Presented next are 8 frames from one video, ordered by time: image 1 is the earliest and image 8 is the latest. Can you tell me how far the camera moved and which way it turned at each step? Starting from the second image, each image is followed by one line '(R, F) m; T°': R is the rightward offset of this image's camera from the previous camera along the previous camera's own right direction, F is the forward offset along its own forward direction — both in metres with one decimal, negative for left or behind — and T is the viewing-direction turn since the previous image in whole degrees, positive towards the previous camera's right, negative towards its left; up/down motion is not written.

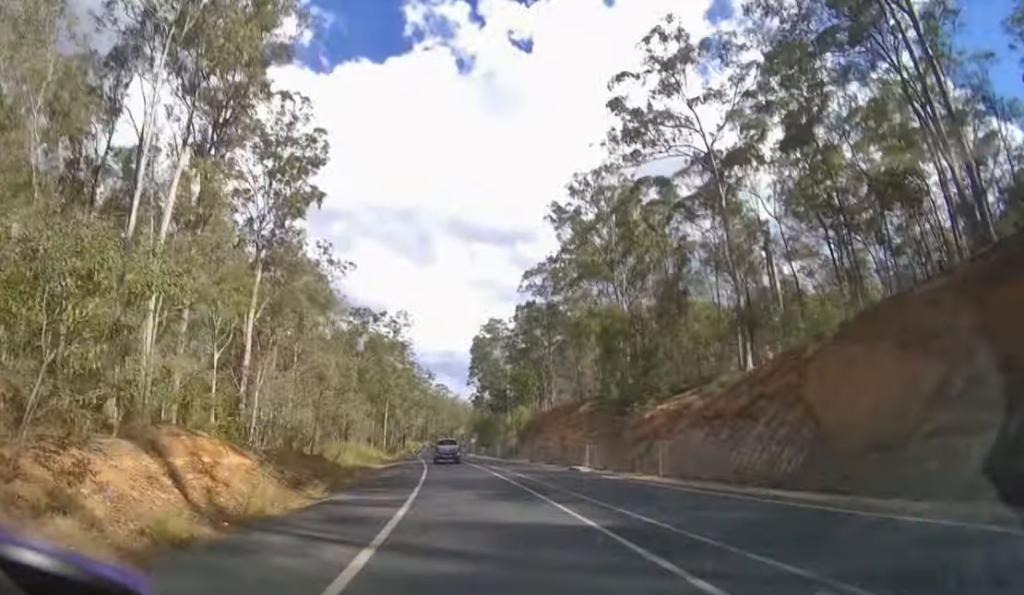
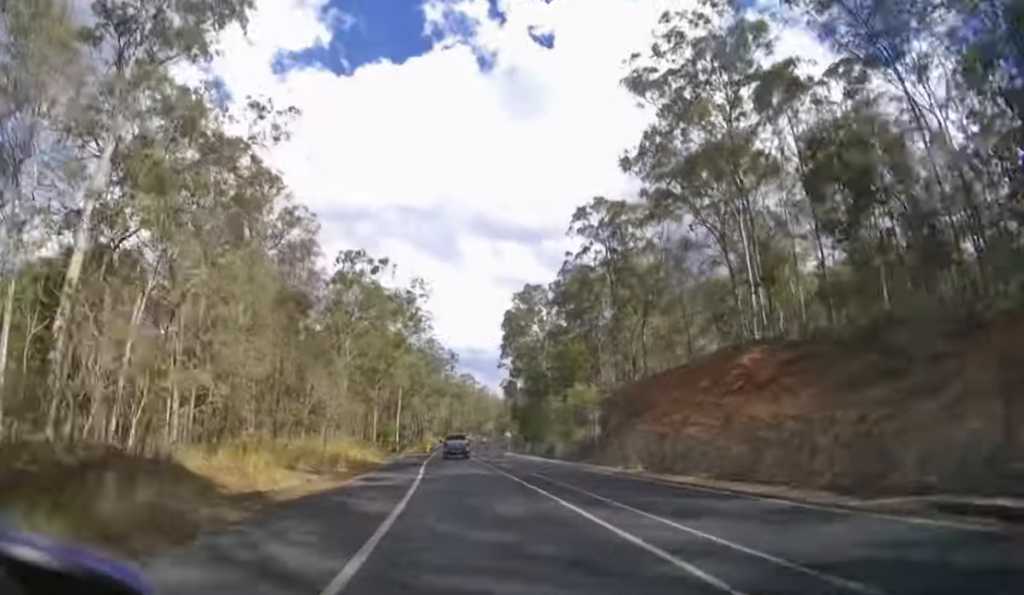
(-0.7, +21.8) m; -3°
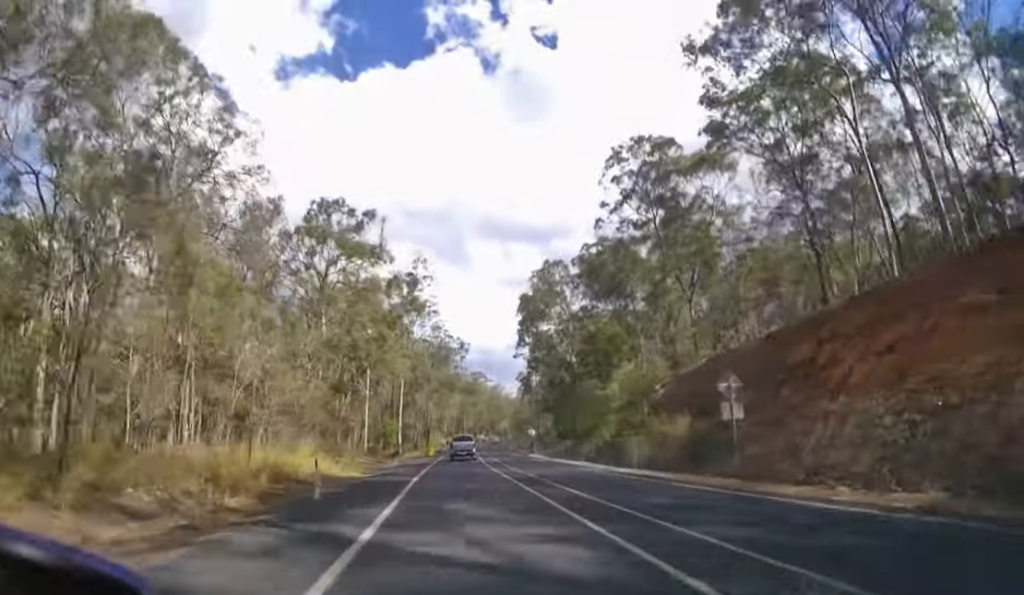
(-0.3, +15.7) m; -1°
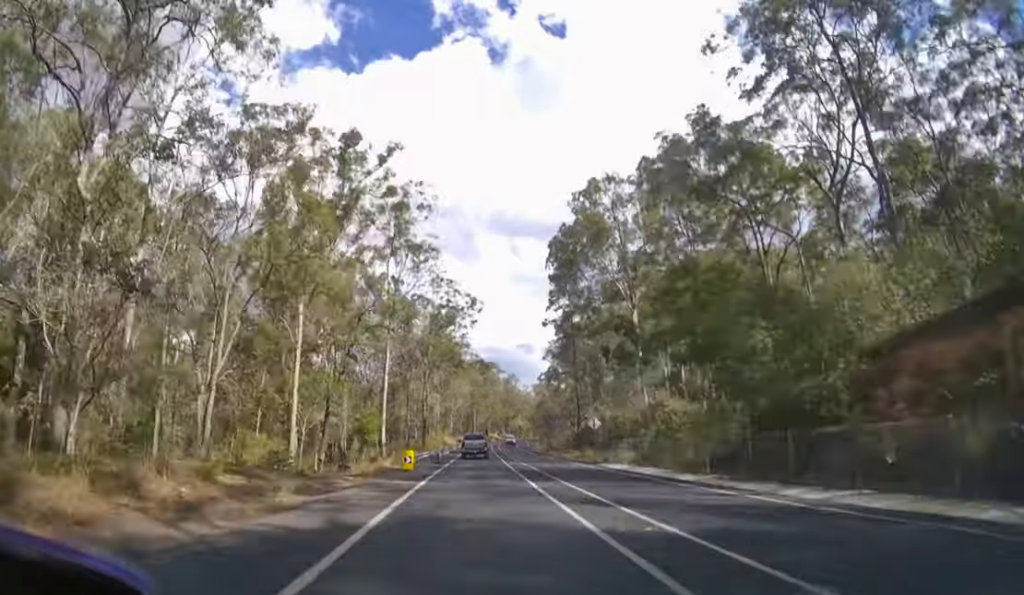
(-0.6, +32.5) m; -1°
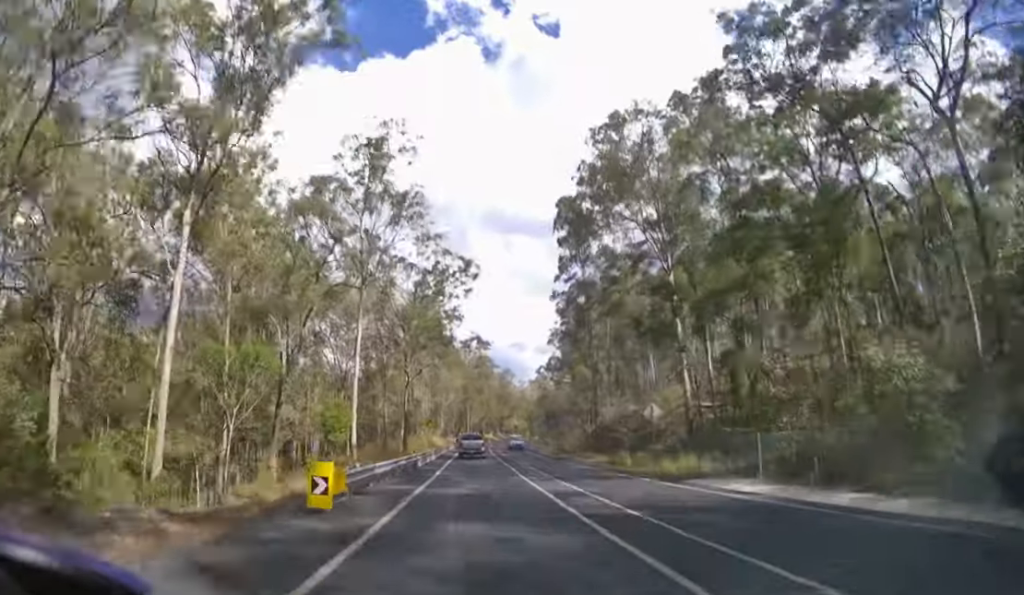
(0.0, +15.6) m; 0°
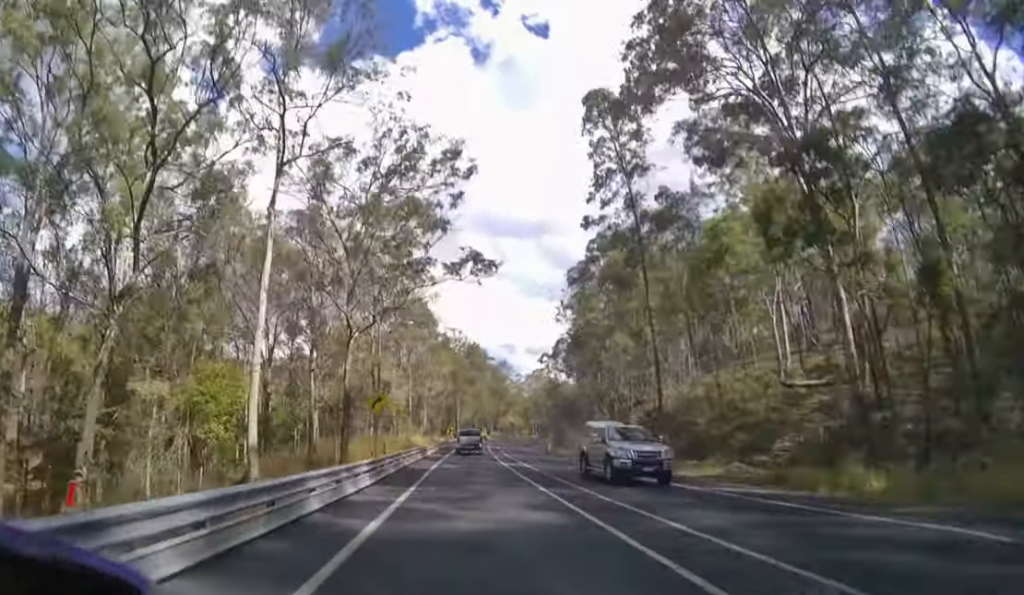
(+0.2, +25.1) m; +1°
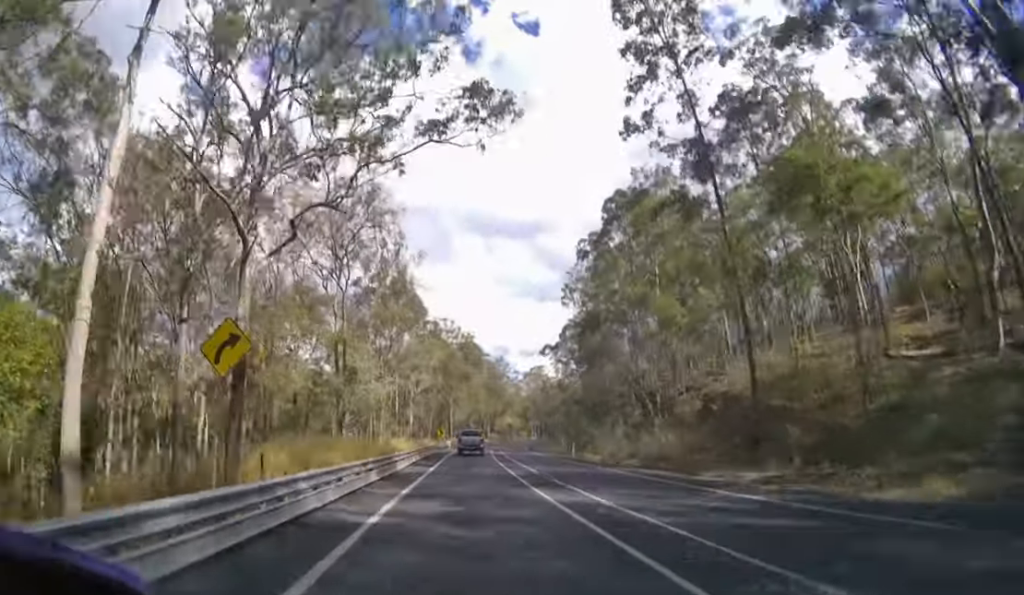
(+0.1, +14.0) m; +1°
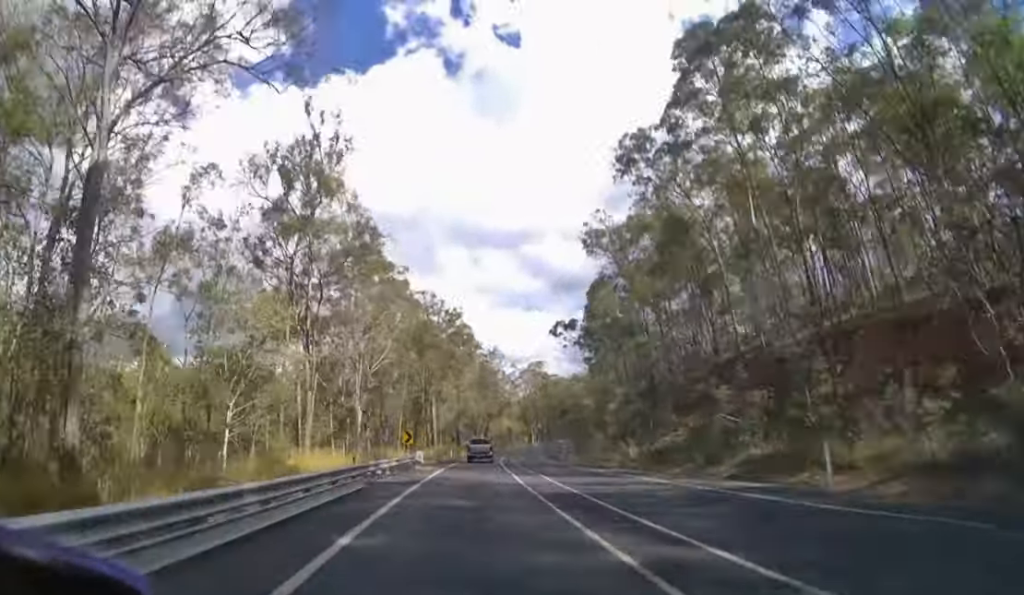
(+0.4, +27.4) m; +2°
